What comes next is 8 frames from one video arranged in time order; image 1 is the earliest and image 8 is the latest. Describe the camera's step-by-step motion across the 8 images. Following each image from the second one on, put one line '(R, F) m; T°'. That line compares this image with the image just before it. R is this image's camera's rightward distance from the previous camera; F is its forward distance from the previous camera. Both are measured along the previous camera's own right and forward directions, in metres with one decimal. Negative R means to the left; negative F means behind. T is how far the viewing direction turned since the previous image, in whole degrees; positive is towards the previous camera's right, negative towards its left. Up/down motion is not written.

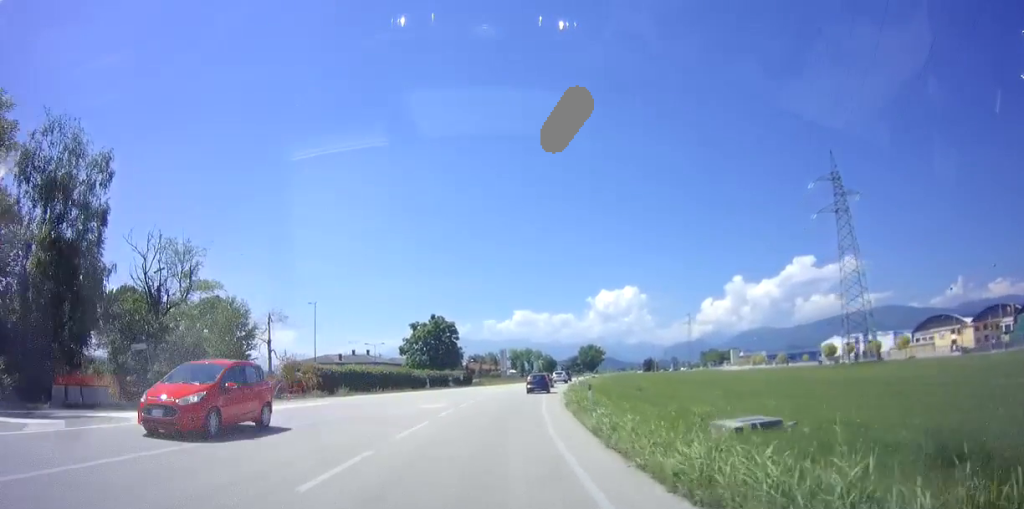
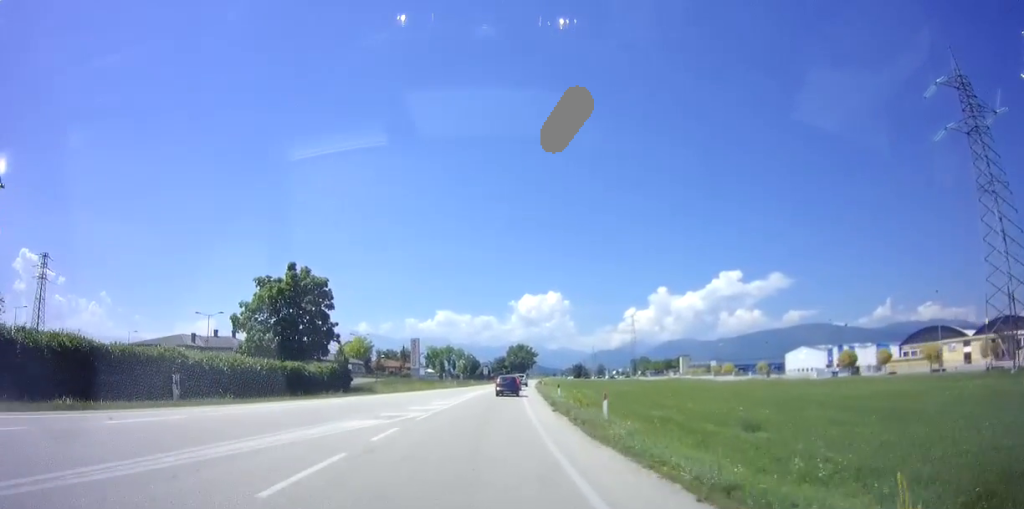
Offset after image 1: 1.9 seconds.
(+2.7, +32.6) m; +7°
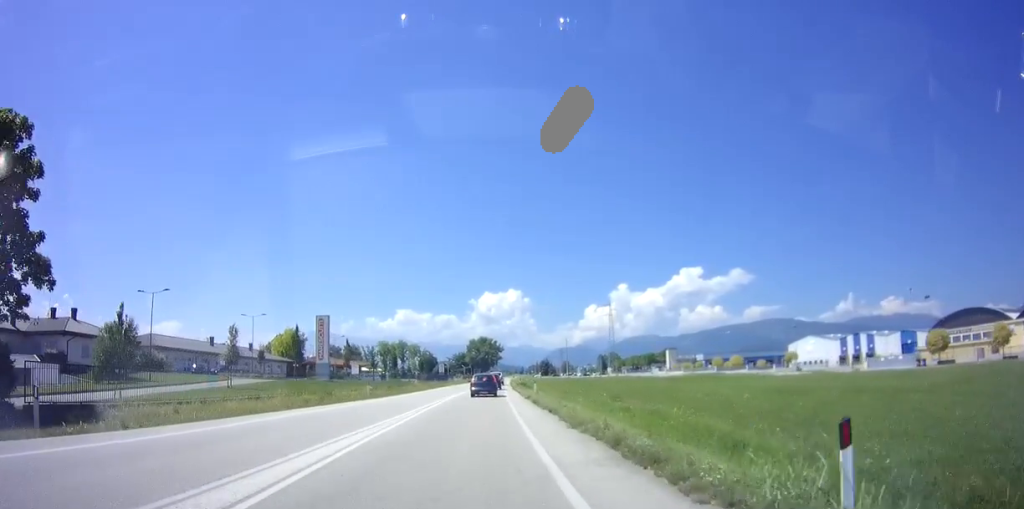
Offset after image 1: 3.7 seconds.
(+0.4, +29.8) m; +2°
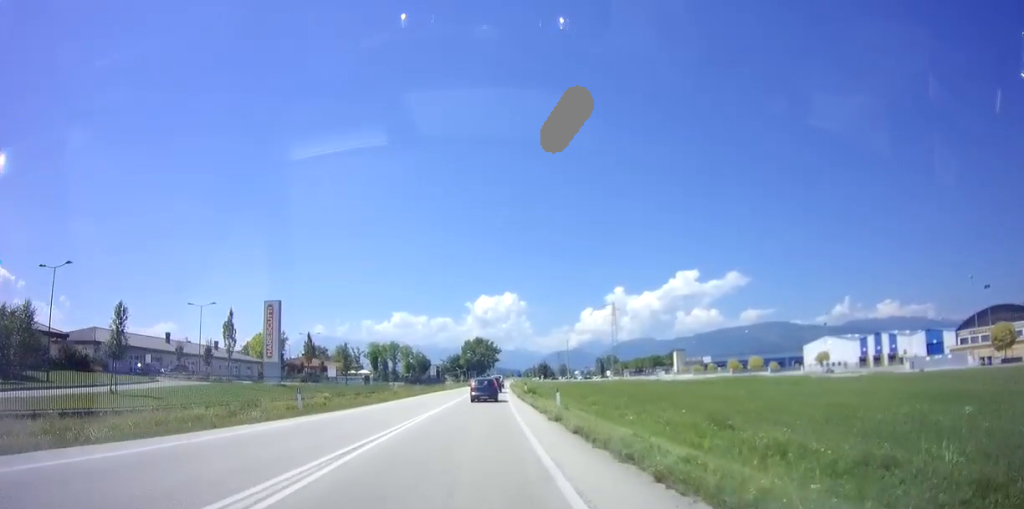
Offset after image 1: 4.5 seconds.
(+0.1, +11.8) m; 0°
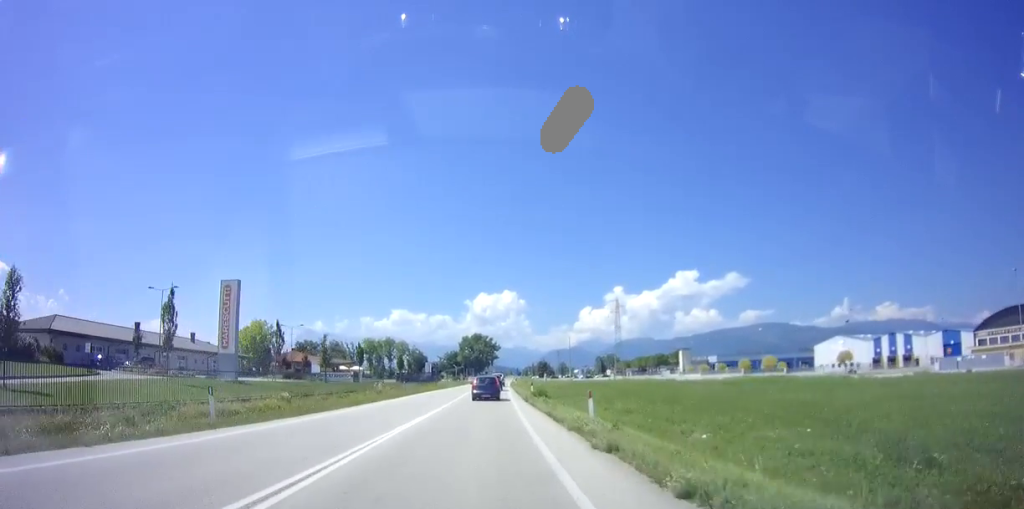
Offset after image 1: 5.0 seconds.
(+0.1, +7.1) m; 0°
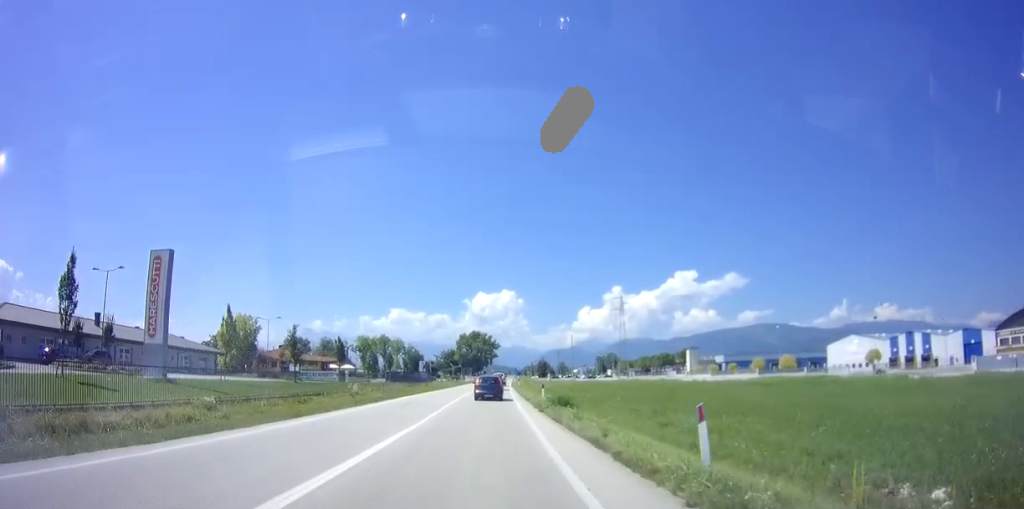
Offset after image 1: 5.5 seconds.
(-0.1, +8.0) m; 0°
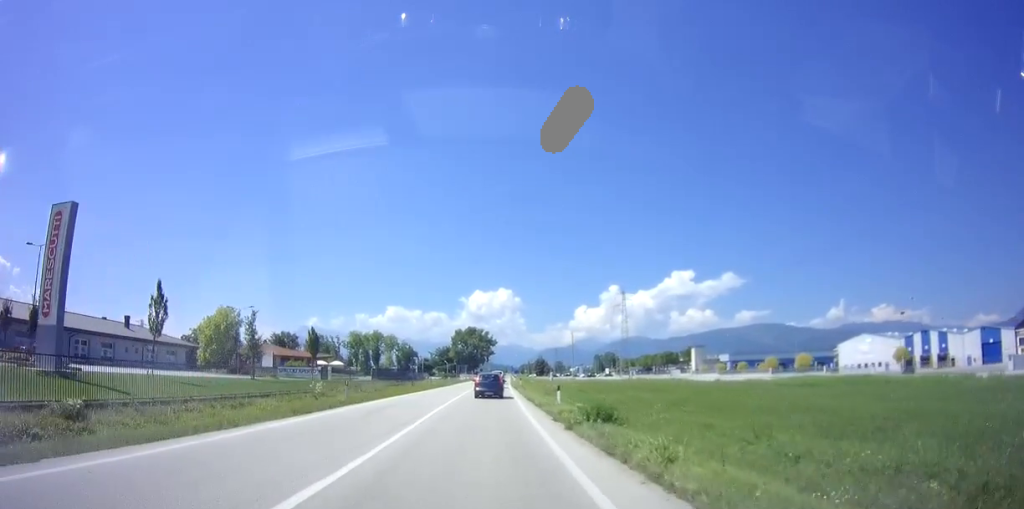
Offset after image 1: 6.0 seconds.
(-0.1, +7.5) m; 0°
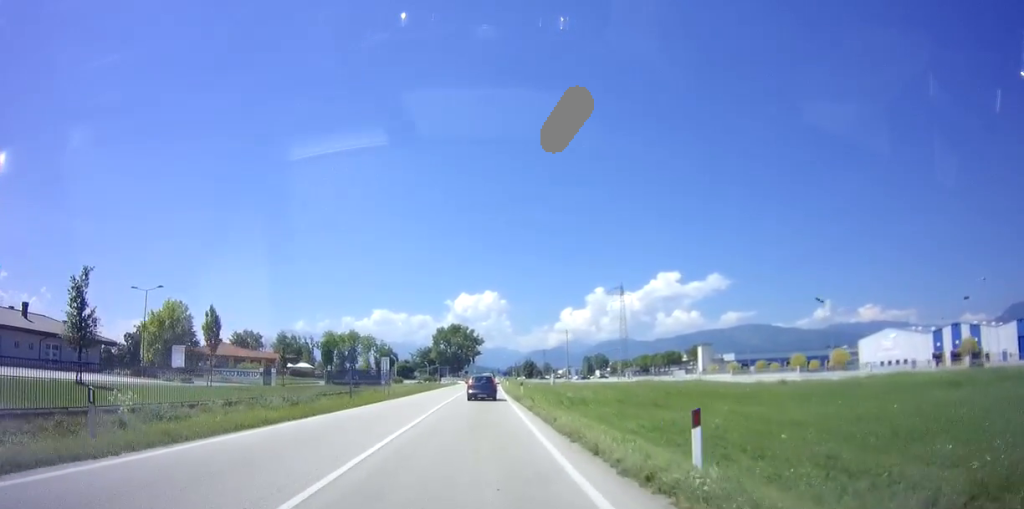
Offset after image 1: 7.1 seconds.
(+0.5, +16.6) m; +2°
